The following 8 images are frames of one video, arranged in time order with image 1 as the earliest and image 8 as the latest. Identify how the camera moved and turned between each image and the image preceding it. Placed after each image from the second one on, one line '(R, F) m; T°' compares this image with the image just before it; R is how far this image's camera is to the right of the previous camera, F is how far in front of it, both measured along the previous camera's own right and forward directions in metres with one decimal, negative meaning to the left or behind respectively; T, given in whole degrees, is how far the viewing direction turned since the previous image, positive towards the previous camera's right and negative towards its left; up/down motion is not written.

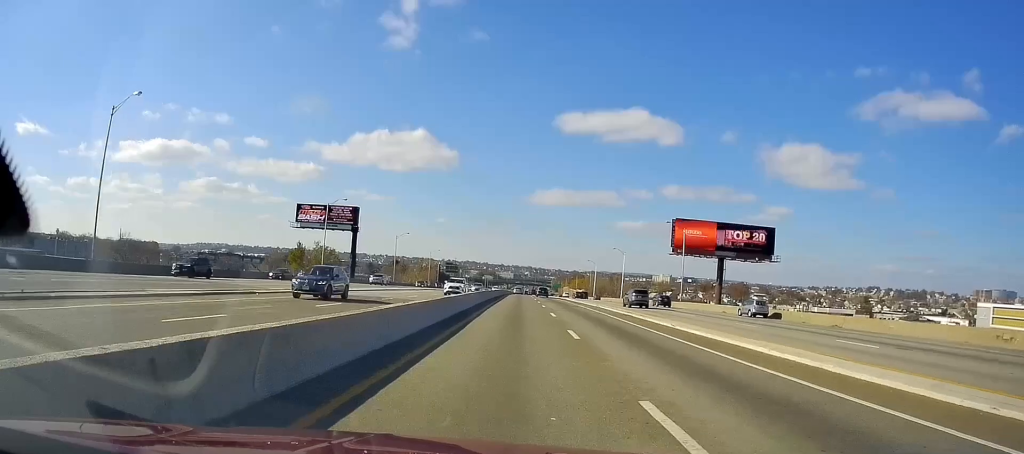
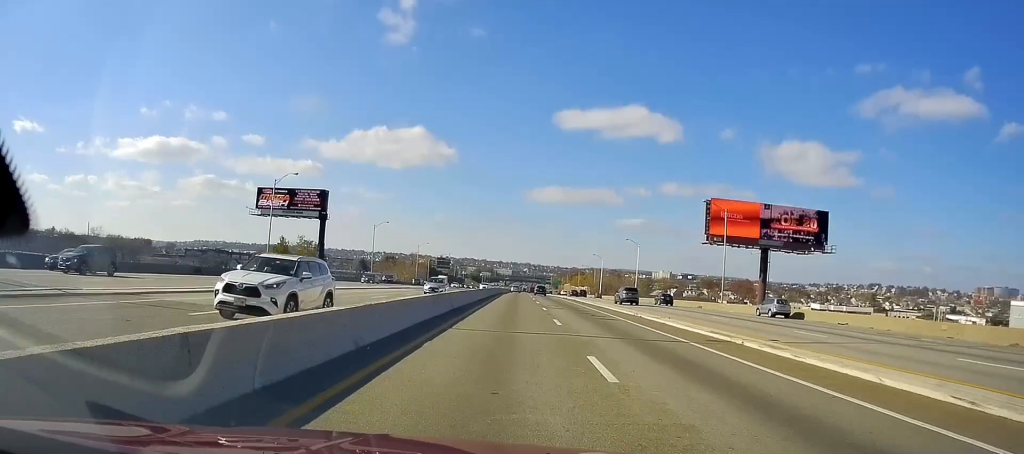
(+0.2, +20.5) m; 0°
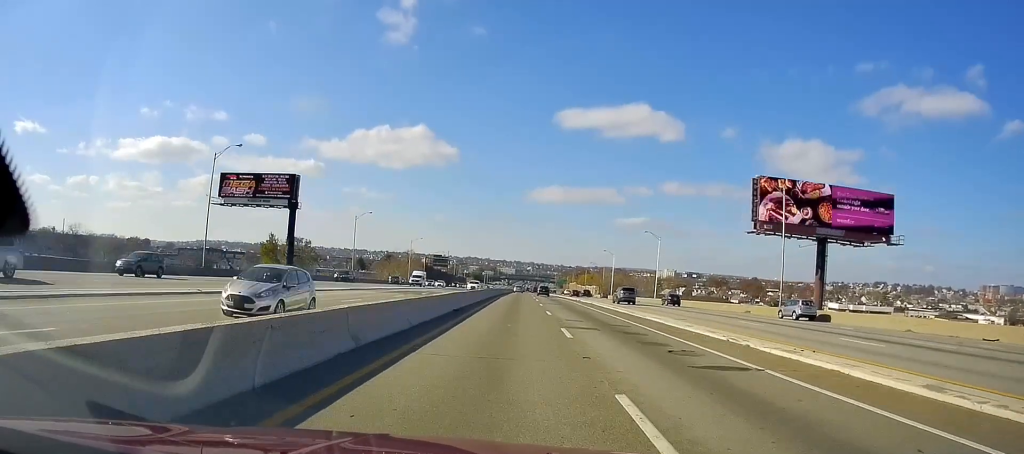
(+0.1, +16.7) m; -1°
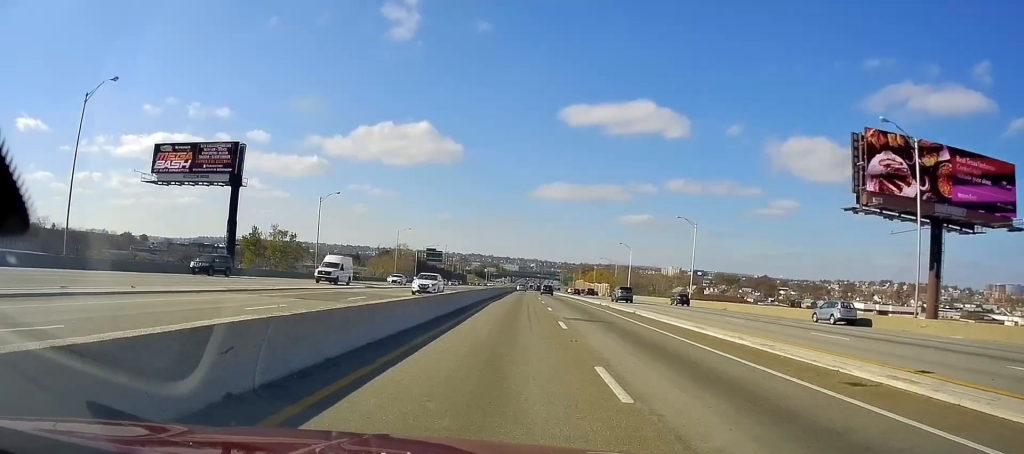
(-0.2, +21.6) m; 0°
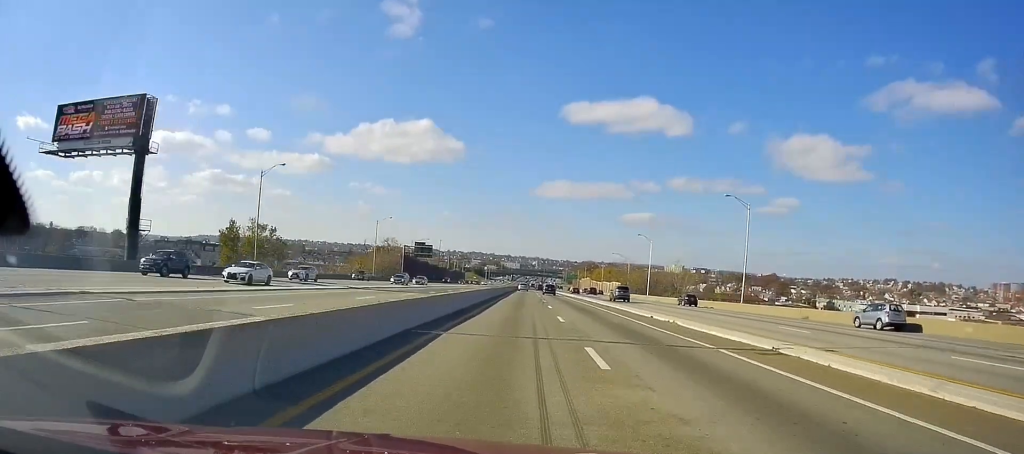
(-0.1, +21.7) m; 0°
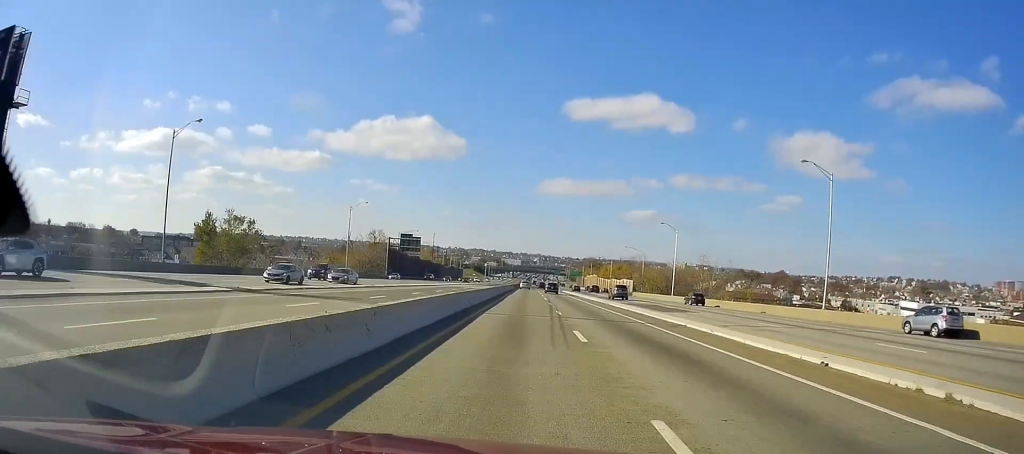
(+0.4, +19.8) m; 0°
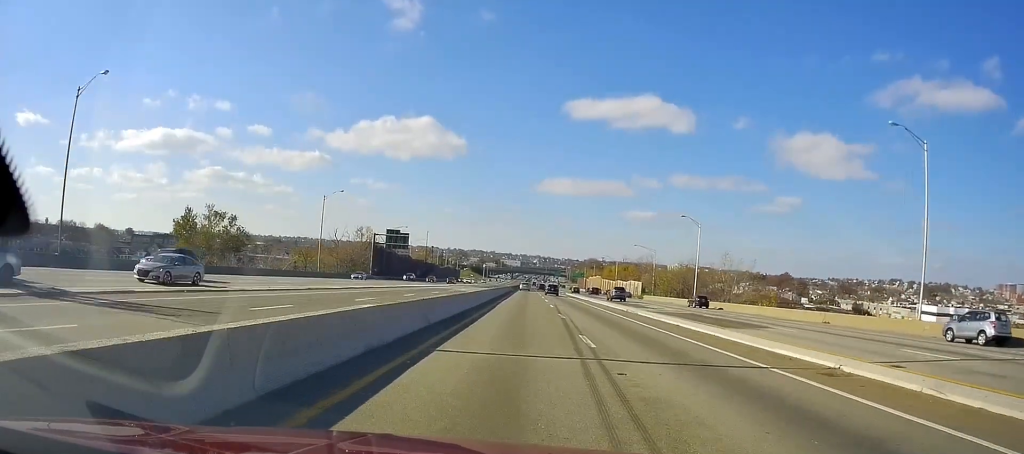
(-0.2, +13.9) m; 0°
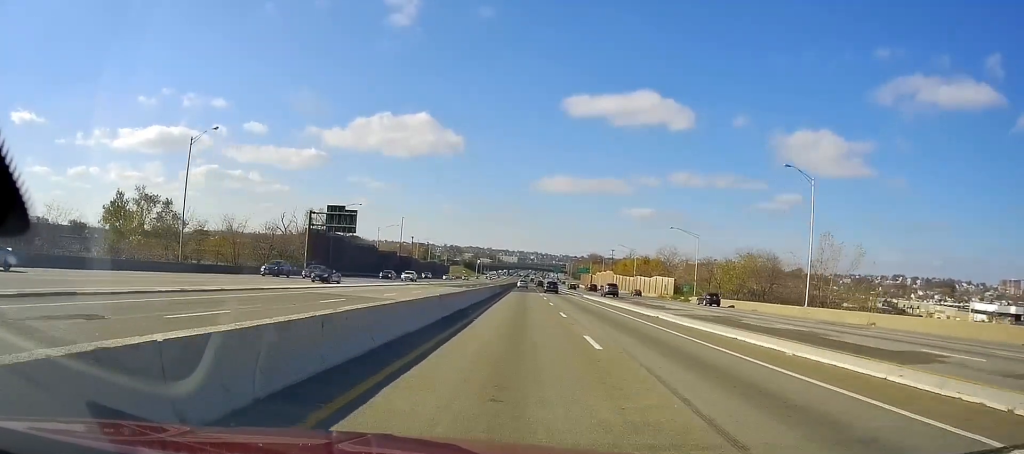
(-0.4, +37.9) m; -1°
